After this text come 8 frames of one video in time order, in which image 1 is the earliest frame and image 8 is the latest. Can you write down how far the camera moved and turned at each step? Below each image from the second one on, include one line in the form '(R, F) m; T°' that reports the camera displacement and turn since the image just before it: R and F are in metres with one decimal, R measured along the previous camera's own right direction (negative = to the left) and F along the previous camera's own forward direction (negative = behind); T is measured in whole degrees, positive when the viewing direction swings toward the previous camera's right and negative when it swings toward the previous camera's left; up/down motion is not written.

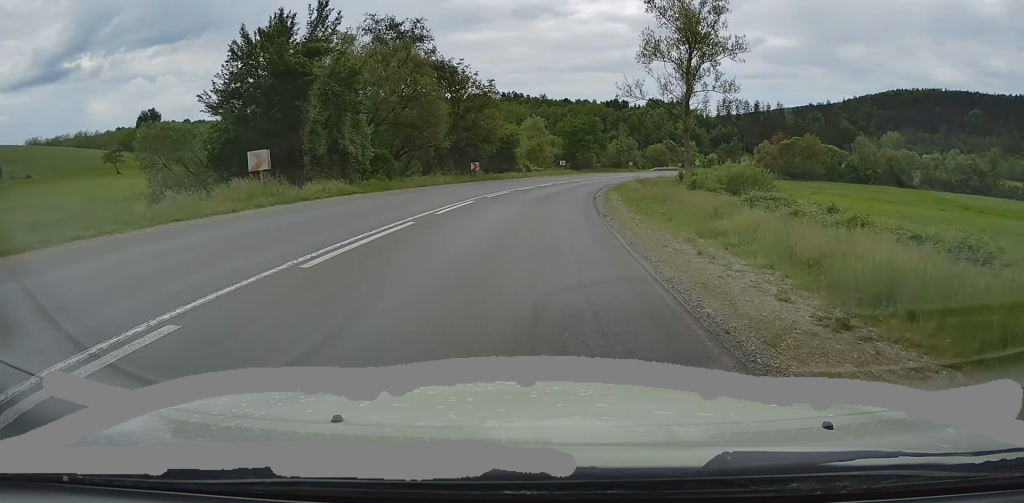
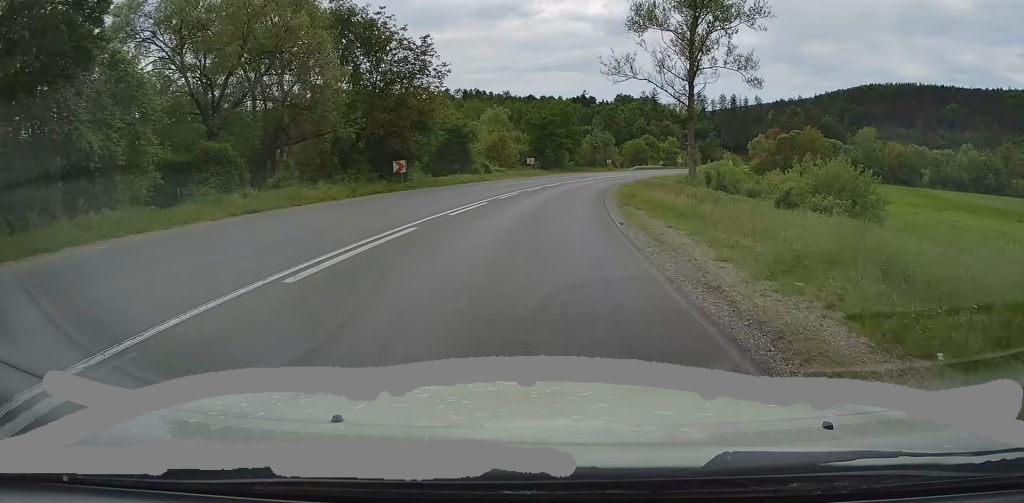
(+0.7, +18.6) m; +4°
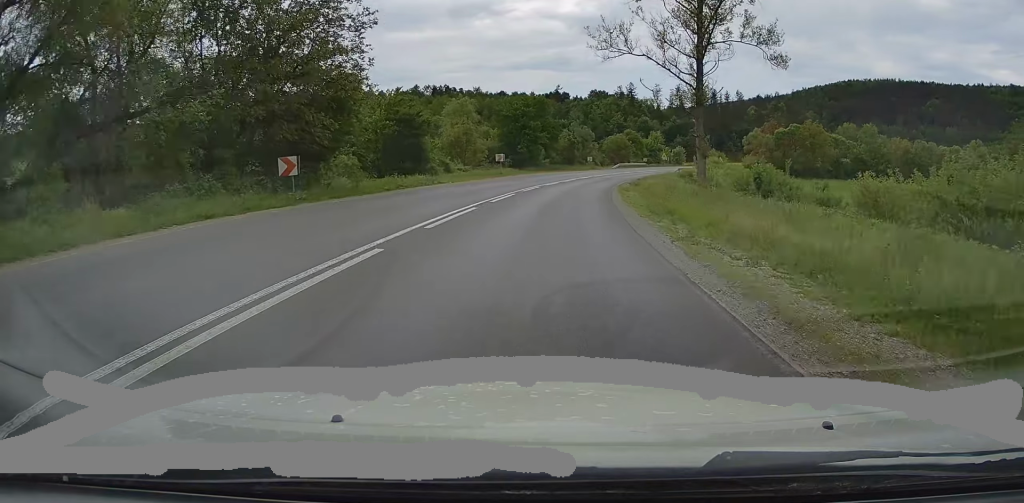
(+0.3, +12.8) m; +2°
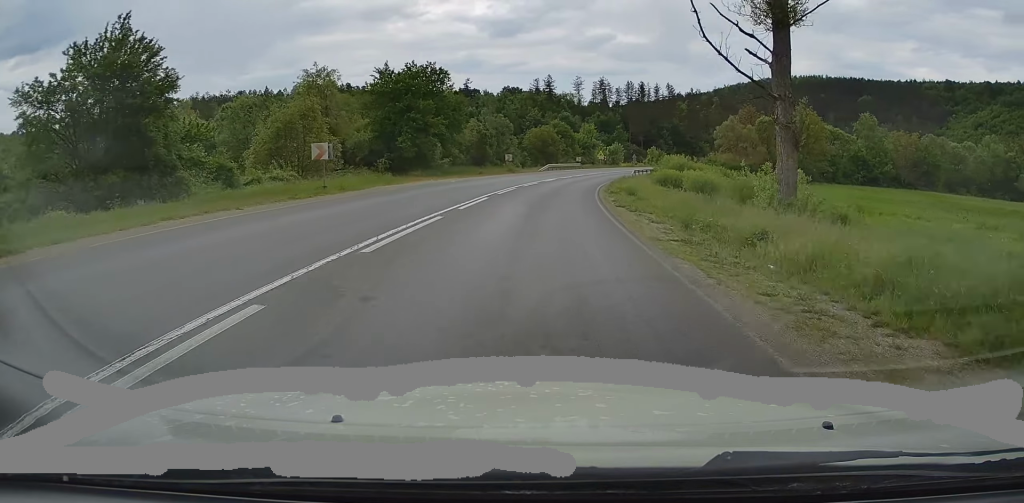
(+1.6, +30.2) m; +7°
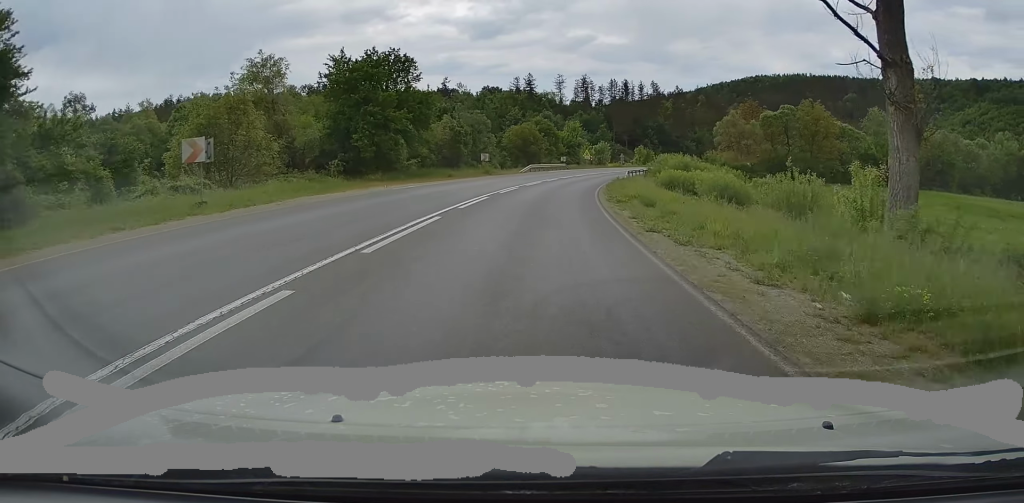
(+0.1, +8.4) m; +2°
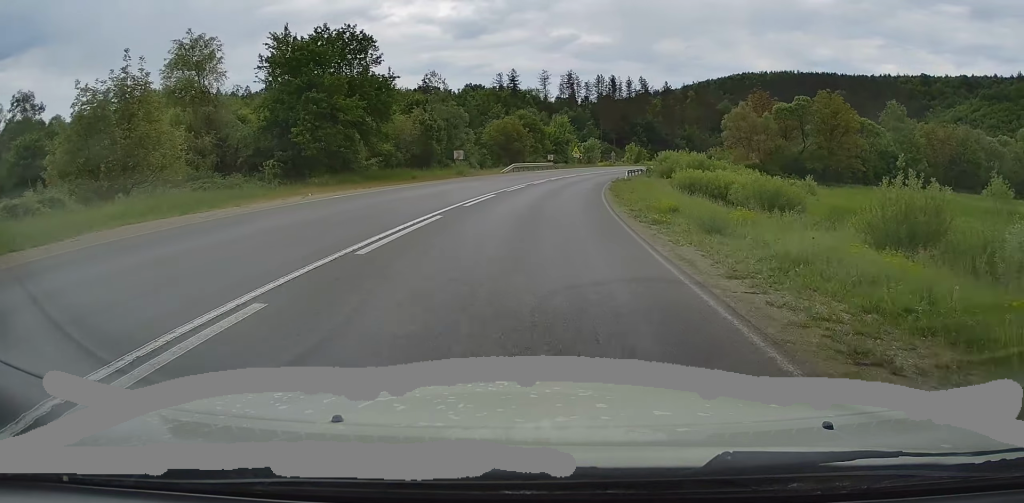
(+0.1, +9.2) m; +2°
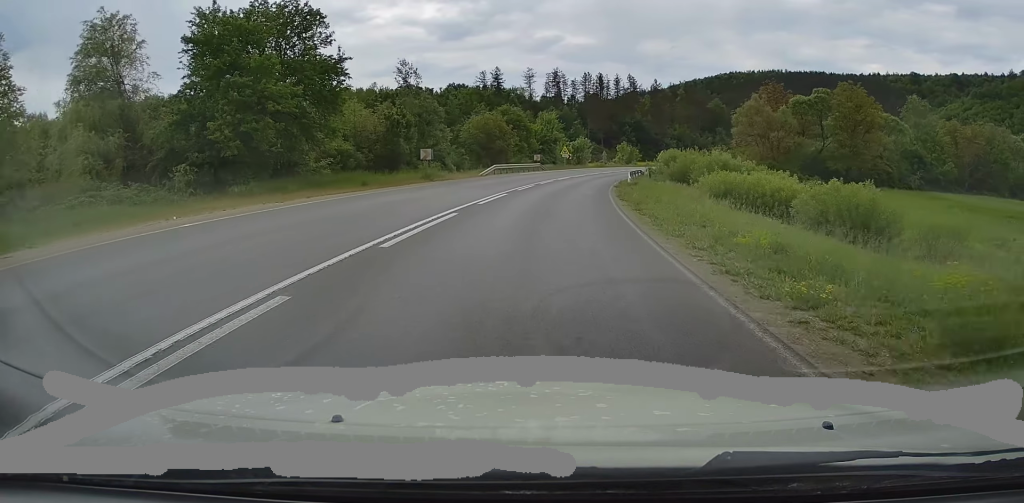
(+0.3, +8.6) m; +2°
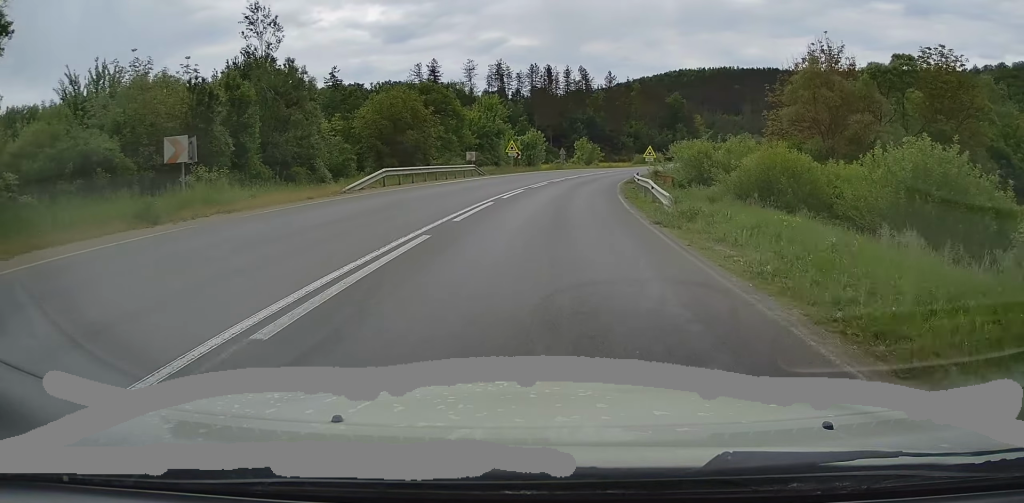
(+1.0, +23.9) m; +5°
